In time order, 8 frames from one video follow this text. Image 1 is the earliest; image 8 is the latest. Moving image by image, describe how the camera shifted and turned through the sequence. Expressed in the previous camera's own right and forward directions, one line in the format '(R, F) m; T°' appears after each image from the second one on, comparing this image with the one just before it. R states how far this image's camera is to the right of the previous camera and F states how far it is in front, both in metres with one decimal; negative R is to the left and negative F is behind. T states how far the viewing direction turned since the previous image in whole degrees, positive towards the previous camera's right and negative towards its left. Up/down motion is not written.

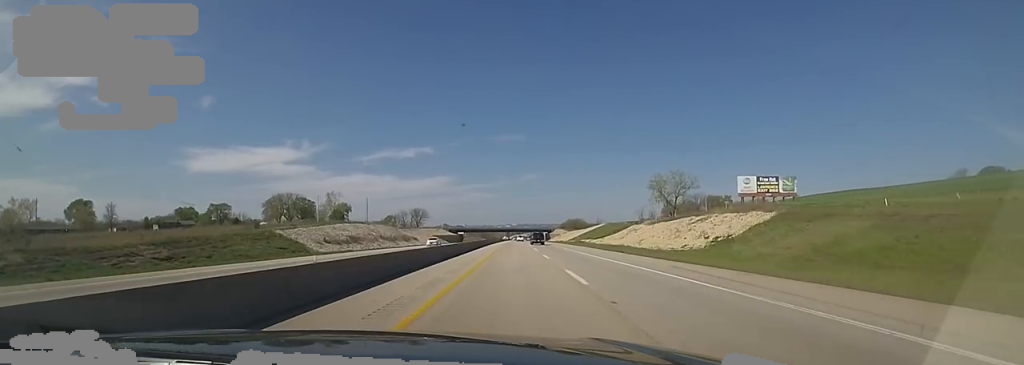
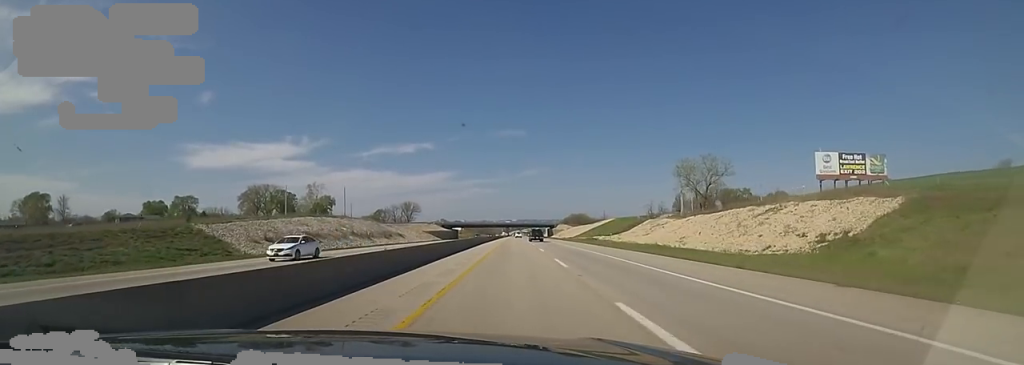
(+0.1, +24.6) m; -1°
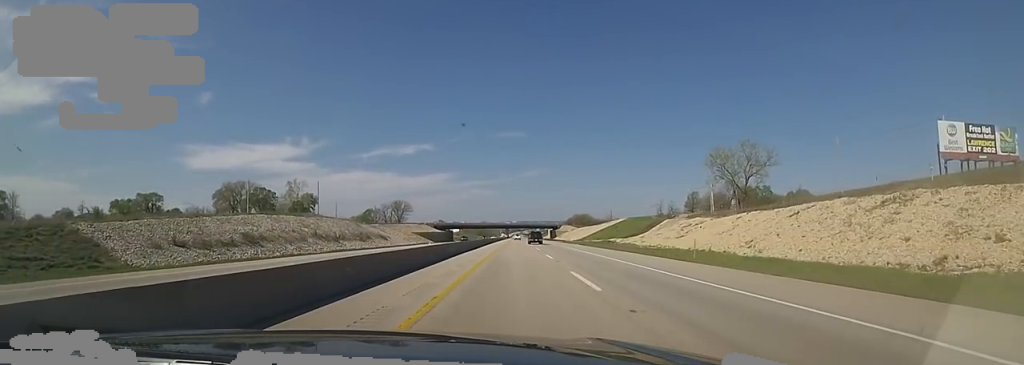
(+0.2, +22.2) m; -1°
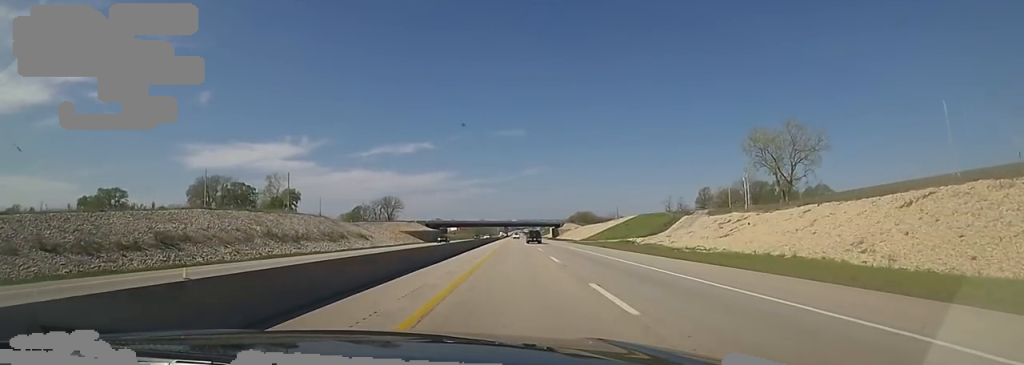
(-0.7, +18.7) m; 0°
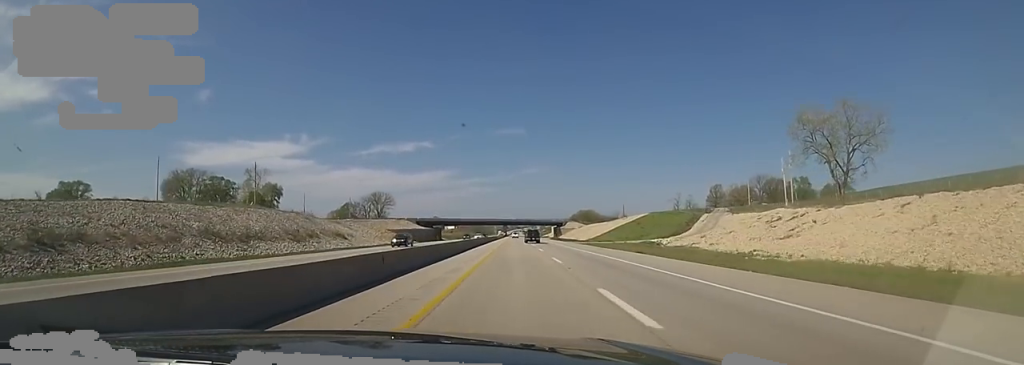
(-0.5, +16.4) m; 0°
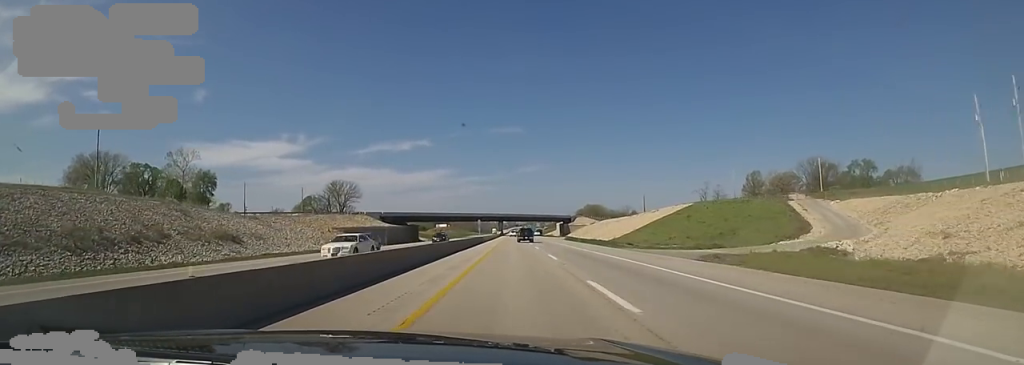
(+0.8, +44.2) m; 0°
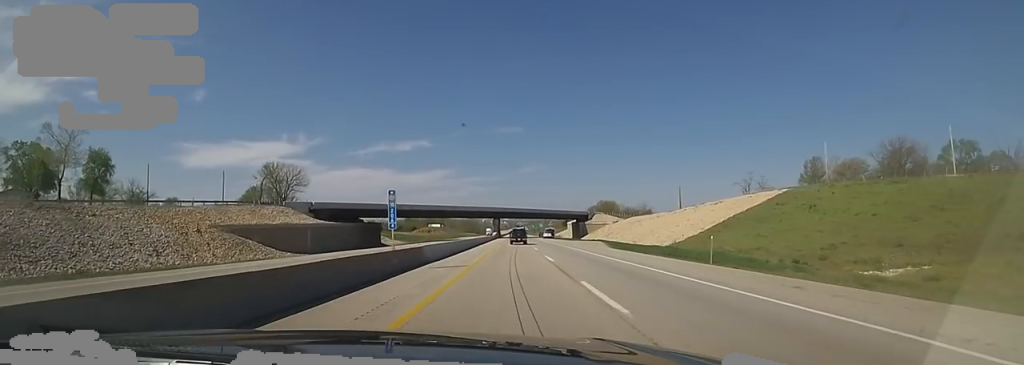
(-0.1, +45.2) m; +1°
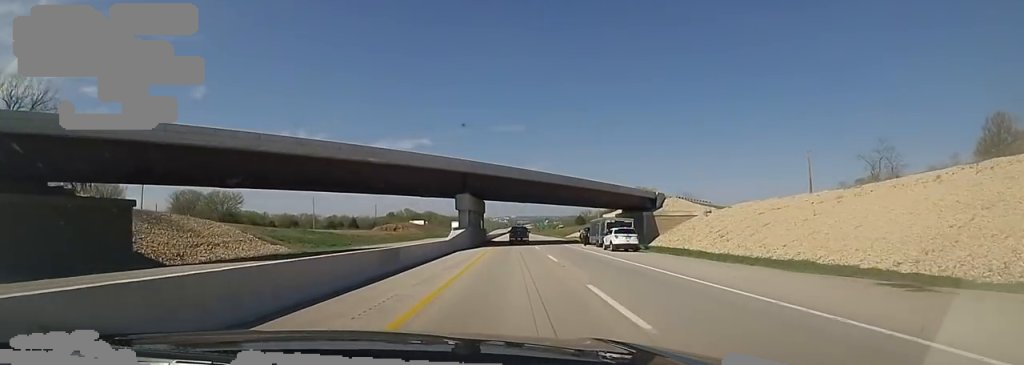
(+1.1, +77.3) m; -1°
